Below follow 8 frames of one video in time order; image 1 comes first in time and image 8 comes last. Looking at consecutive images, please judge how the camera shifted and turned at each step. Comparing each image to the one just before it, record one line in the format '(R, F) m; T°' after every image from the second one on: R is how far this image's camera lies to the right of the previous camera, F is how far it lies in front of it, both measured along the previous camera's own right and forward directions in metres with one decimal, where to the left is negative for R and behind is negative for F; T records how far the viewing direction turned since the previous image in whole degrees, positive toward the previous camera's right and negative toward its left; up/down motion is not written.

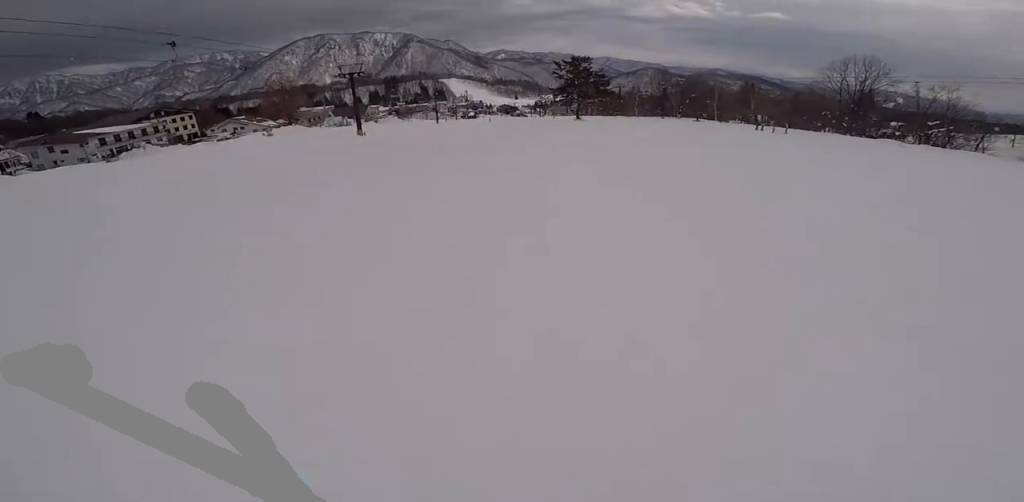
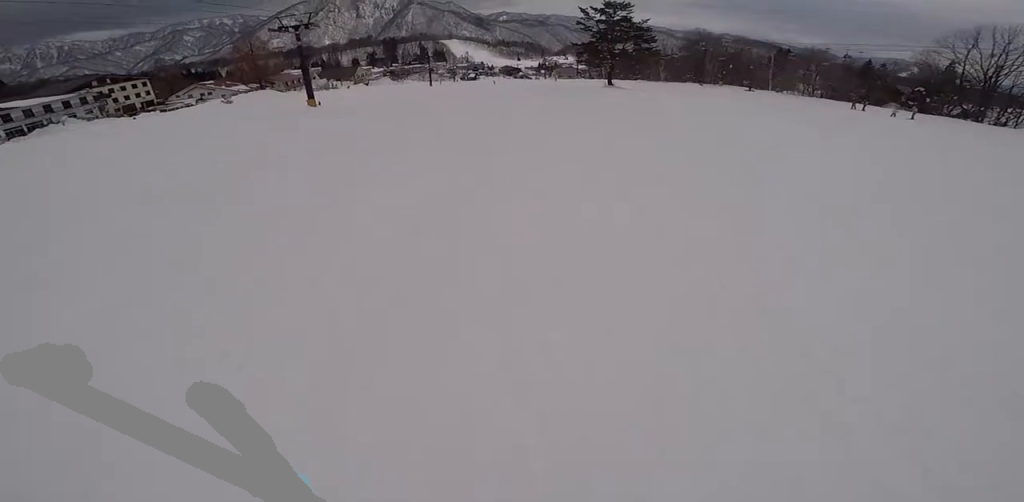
(-0.5, +19.1) m; -7°
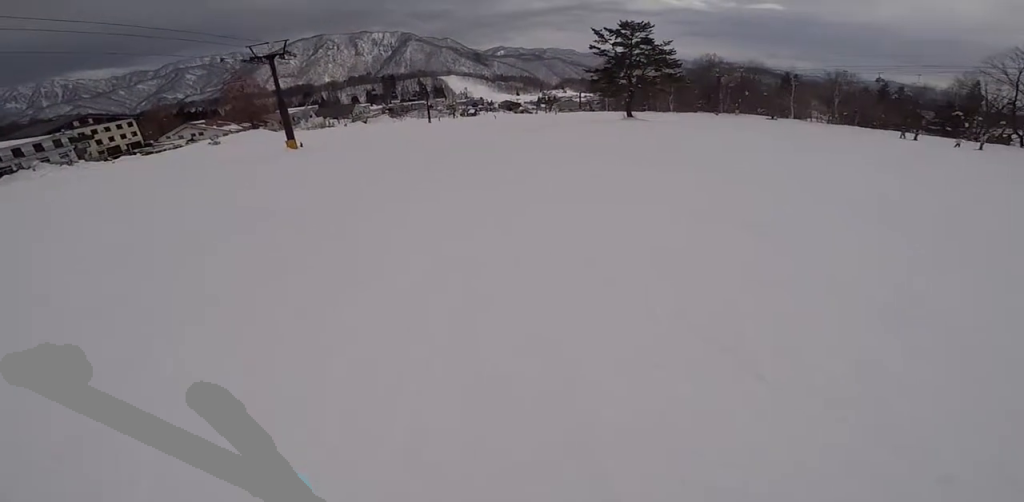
(0.0, +6.7) m; -2°
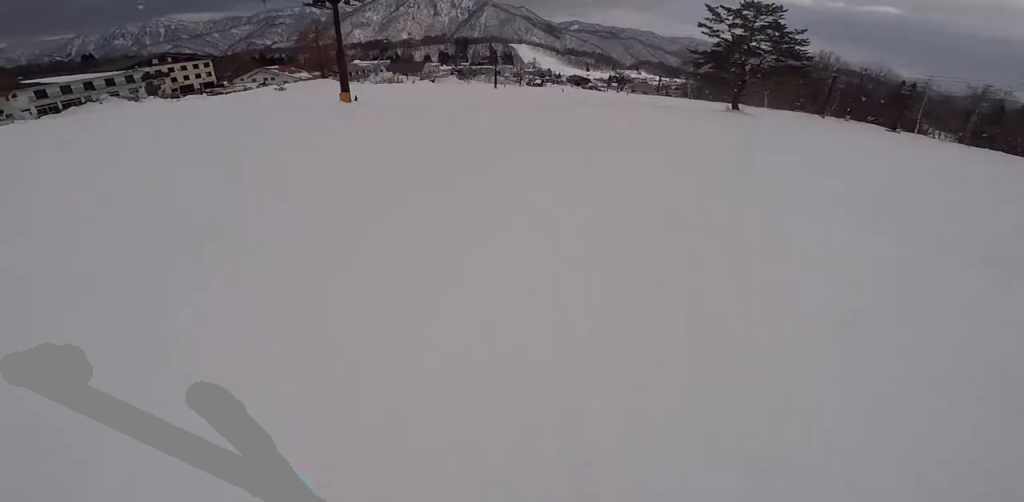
(+0.3, +6.0) m; -4°
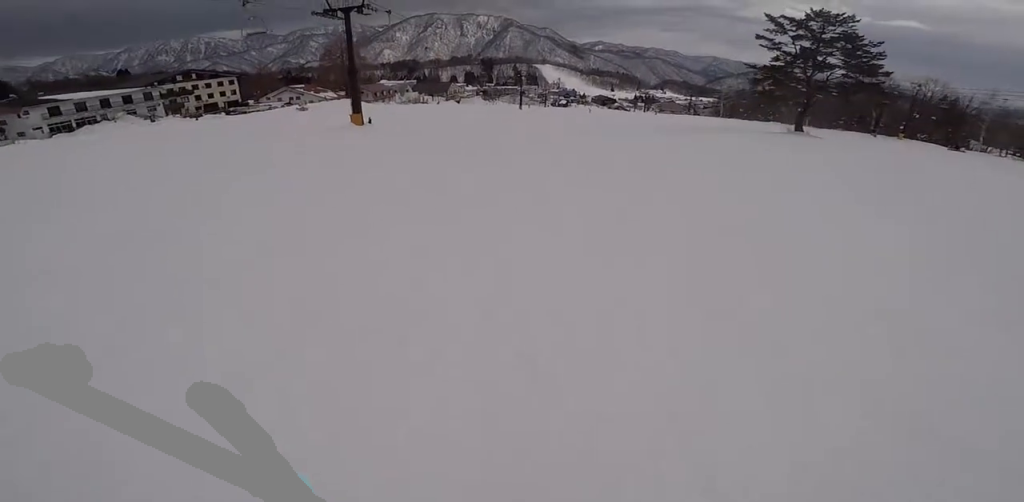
(-0.7, +5.3) m; -5°
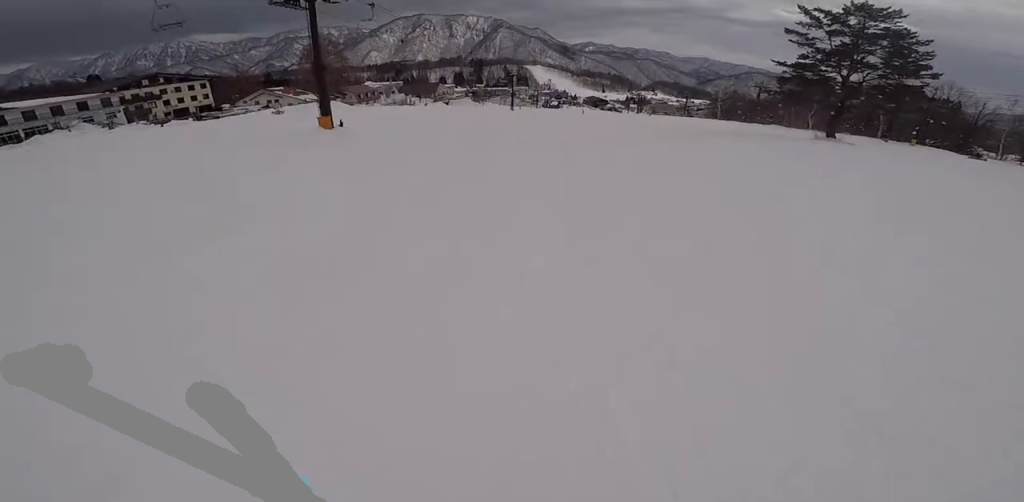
(-0.2, +4.2) m; 0°
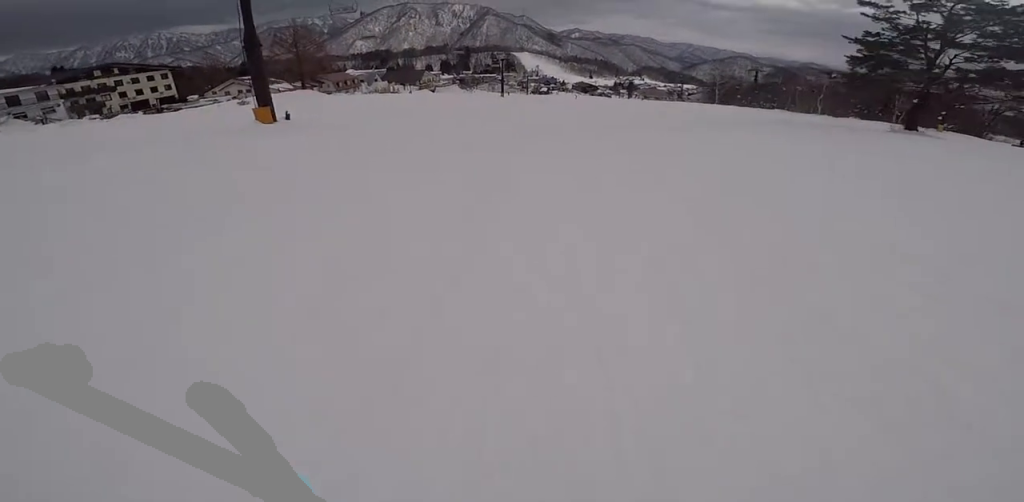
(+0.1, +7.6) m; +8°
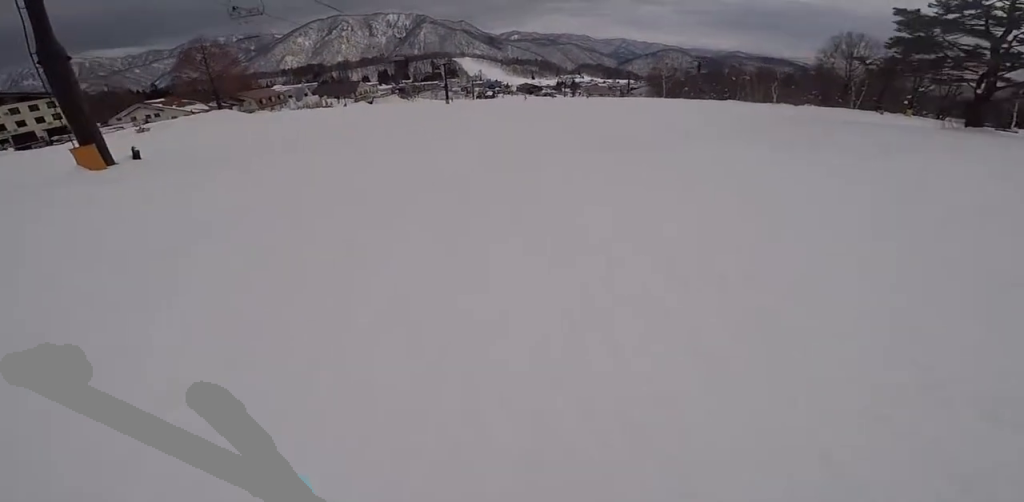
(+0.9, +7.6) m; +11°
